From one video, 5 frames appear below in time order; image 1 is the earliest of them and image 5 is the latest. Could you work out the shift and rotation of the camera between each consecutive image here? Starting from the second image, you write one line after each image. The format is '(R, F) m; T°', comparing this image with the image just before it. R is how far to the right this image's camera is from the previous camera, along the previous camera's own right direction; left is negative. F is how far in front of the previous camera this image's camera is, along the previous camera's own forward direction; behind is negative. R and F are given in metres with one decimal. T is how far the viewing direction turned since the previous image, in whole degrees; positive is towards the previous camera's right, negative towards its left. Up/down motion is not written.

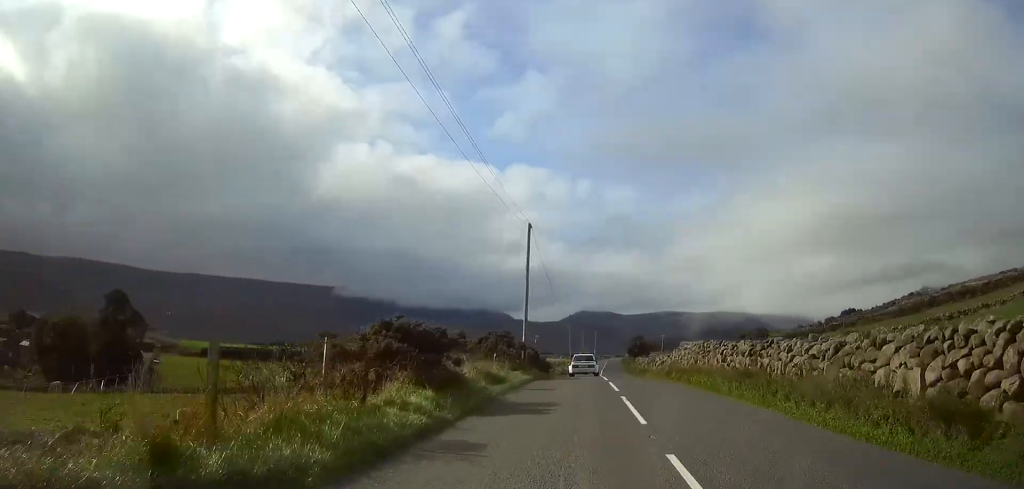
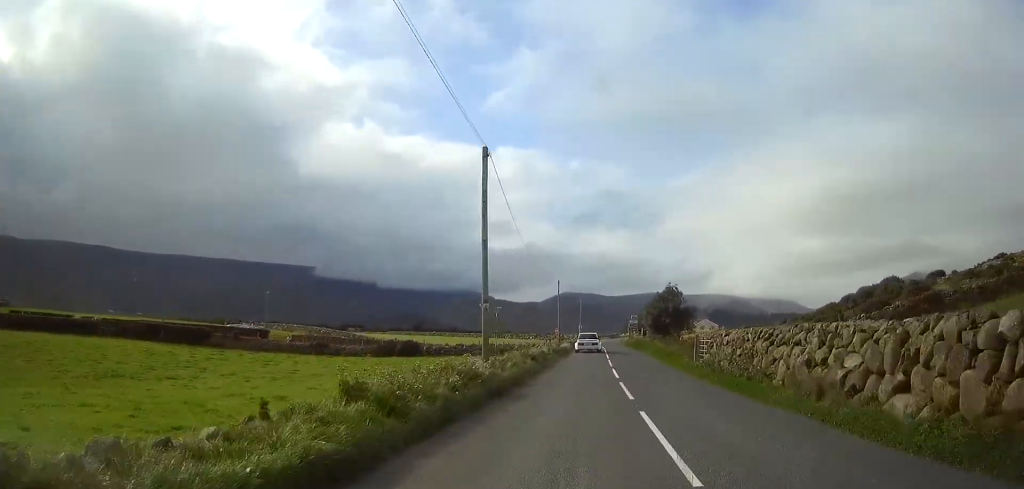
(+1.7, +65.5) m; +3°
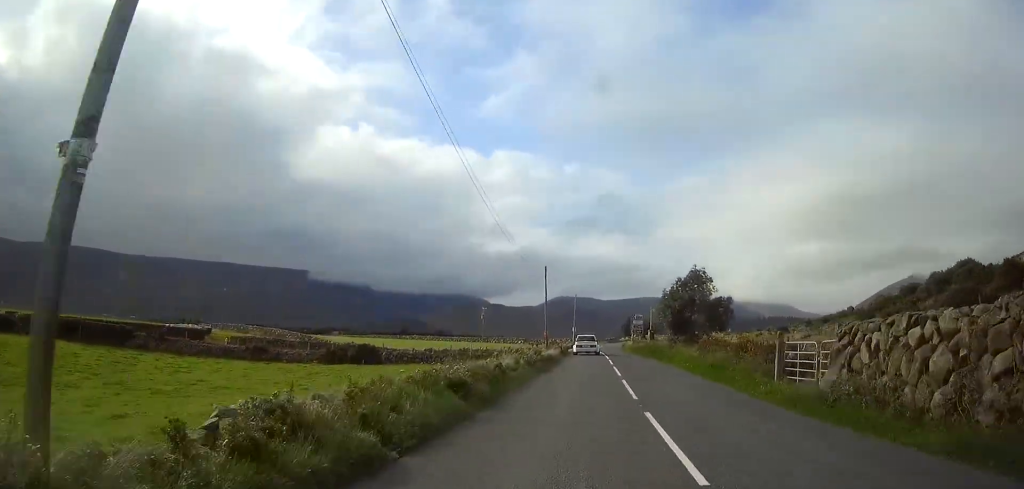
(+0.1, +16.3) m; 0°
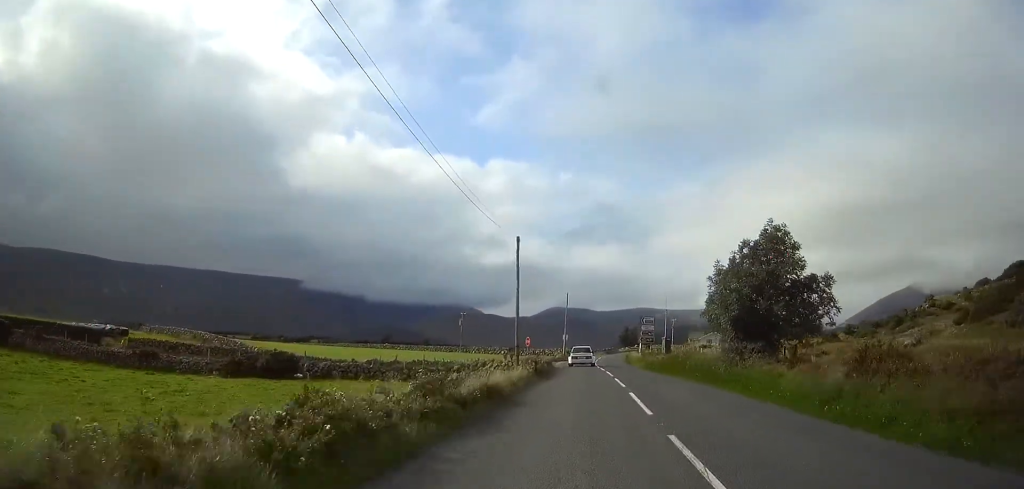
(+0.1, +18.8) m; 0°
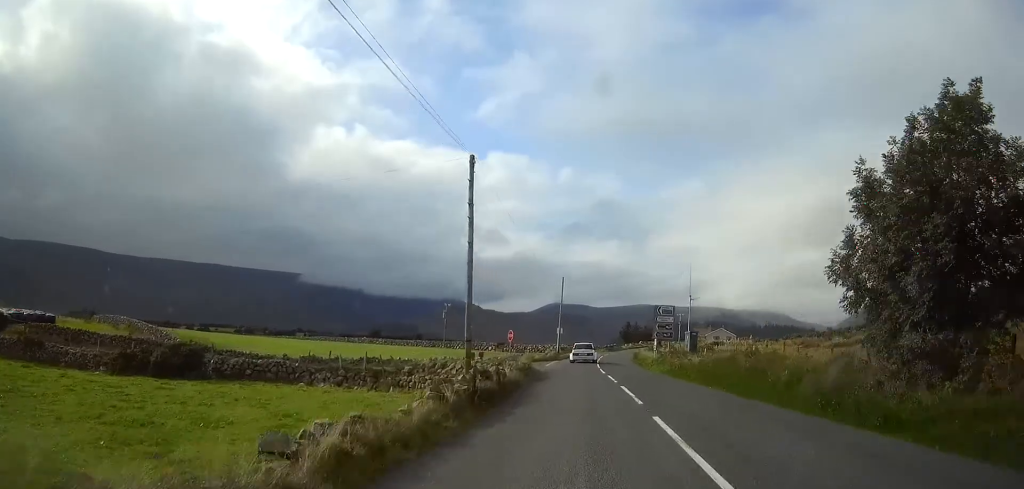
(0.0, +13.8) m; 0°
